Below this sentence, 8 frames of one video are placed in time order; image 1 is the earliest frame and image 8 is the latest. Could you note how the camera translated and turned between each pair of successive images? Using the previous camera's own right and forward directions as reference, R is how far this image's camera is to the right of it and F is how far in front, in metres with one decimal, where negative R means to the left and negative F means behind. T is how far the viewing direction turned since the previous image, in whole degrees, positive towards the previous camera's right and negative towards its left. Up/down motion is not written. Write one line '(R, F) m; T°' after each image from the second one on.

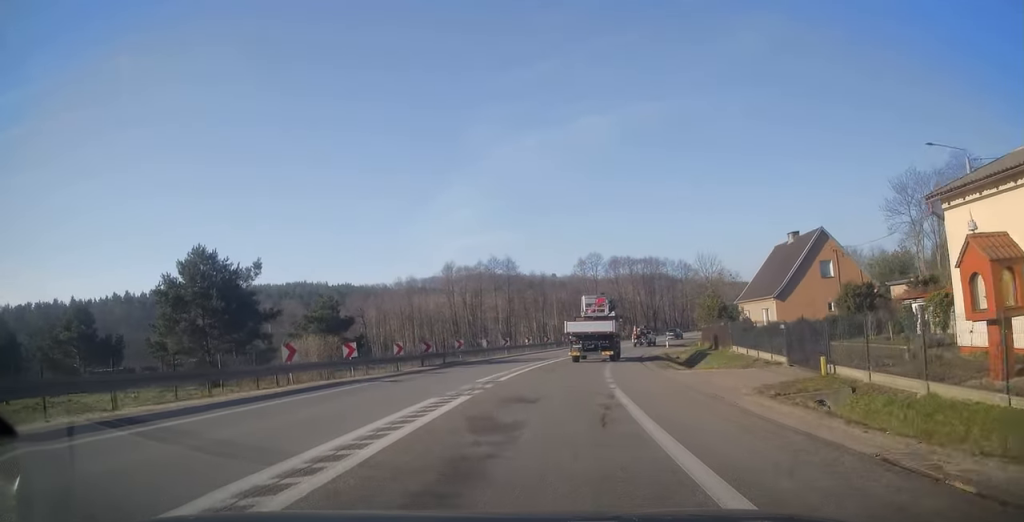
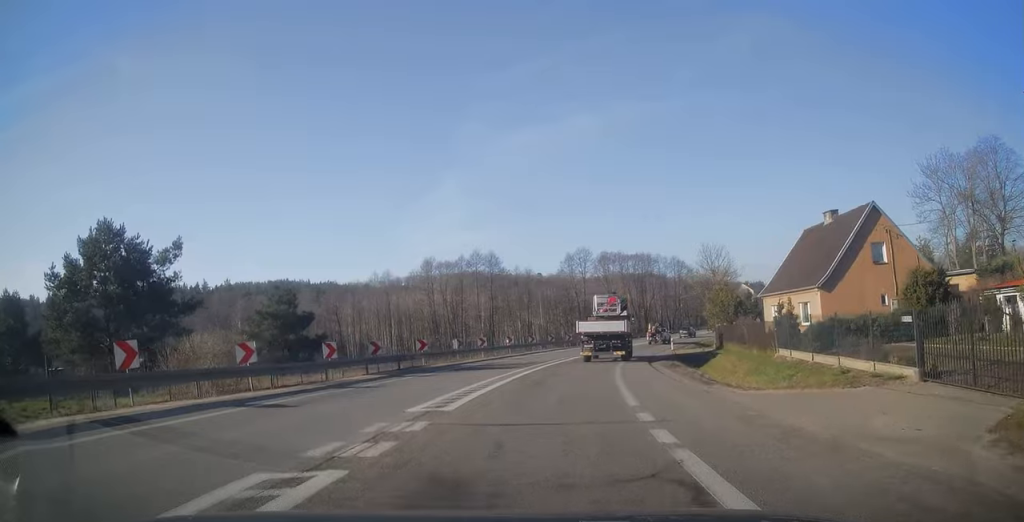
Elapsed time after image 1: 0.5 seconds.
(+0.1, +8.4) m; +2°
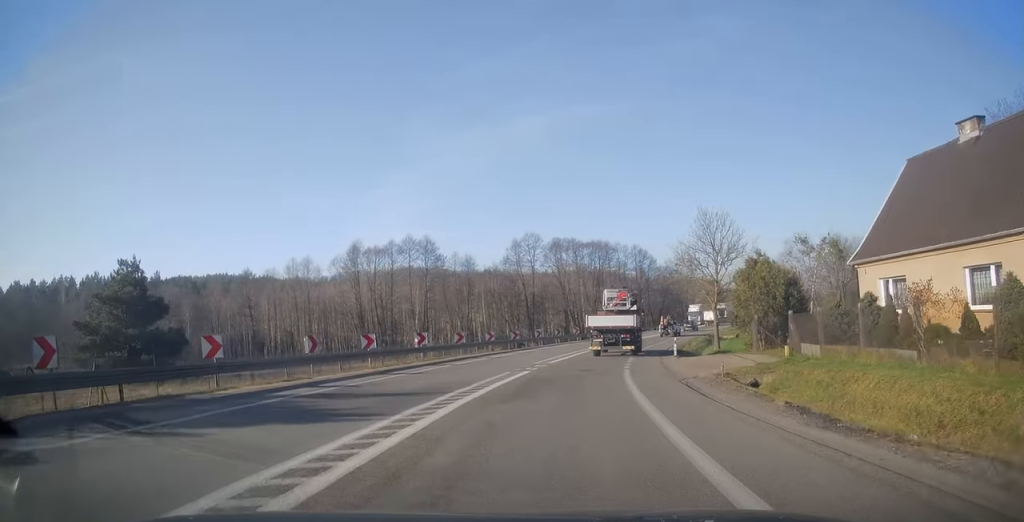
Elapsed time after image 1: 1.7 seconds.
(+1.0, +18.1) m; +6°
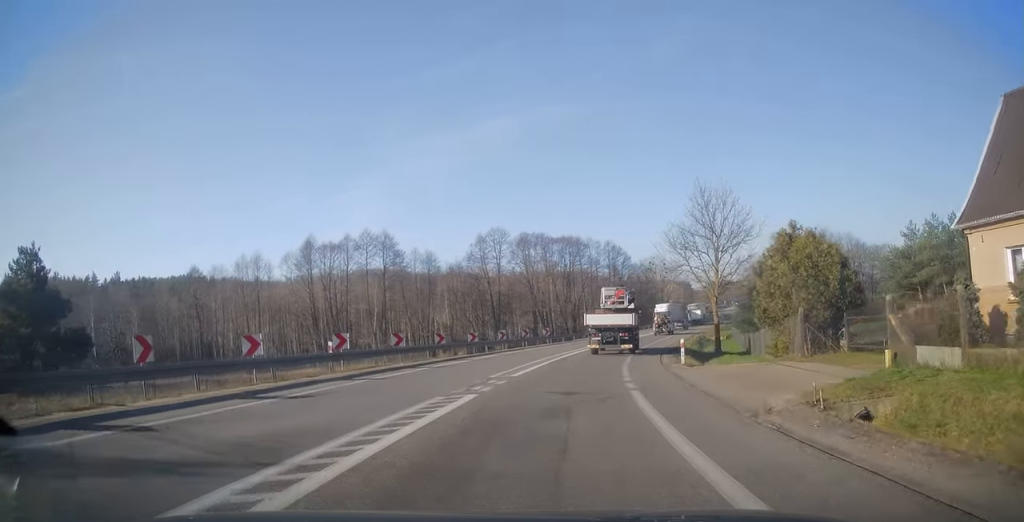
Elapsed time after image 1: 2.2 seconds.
(+0.1, +8.4) m; +3°
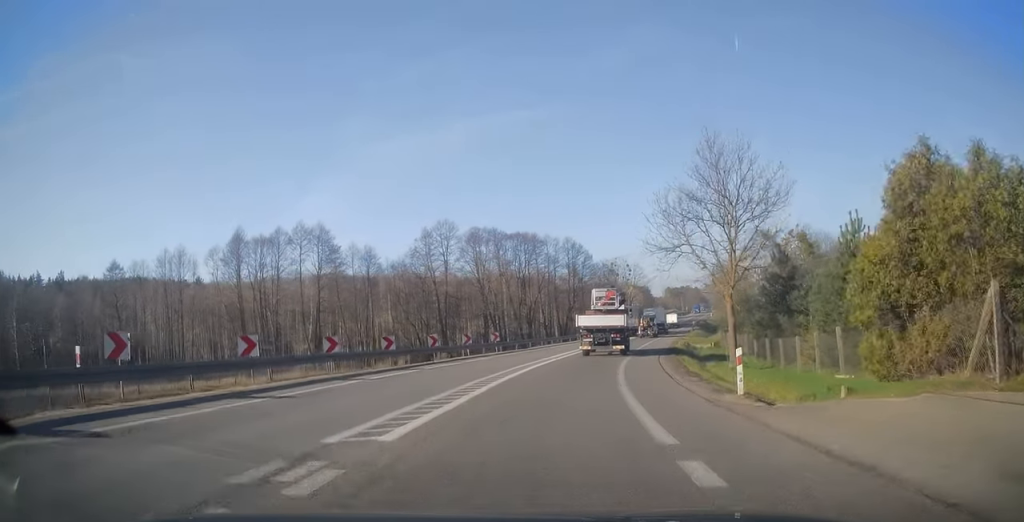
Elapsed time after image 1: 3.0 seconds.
(+0.4, +11.5) m; +4°
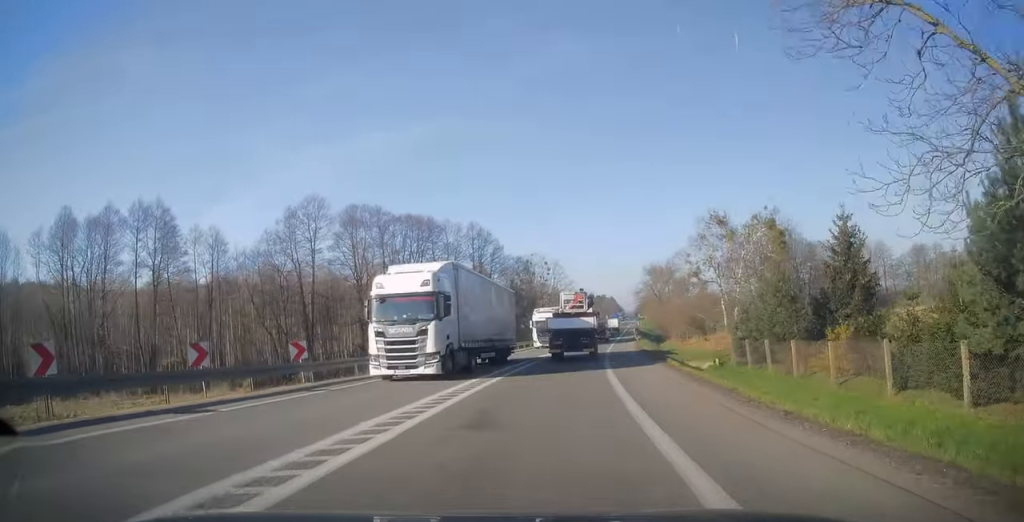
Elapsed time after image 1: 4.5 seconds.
(+1.7, +23.7) m; +7°
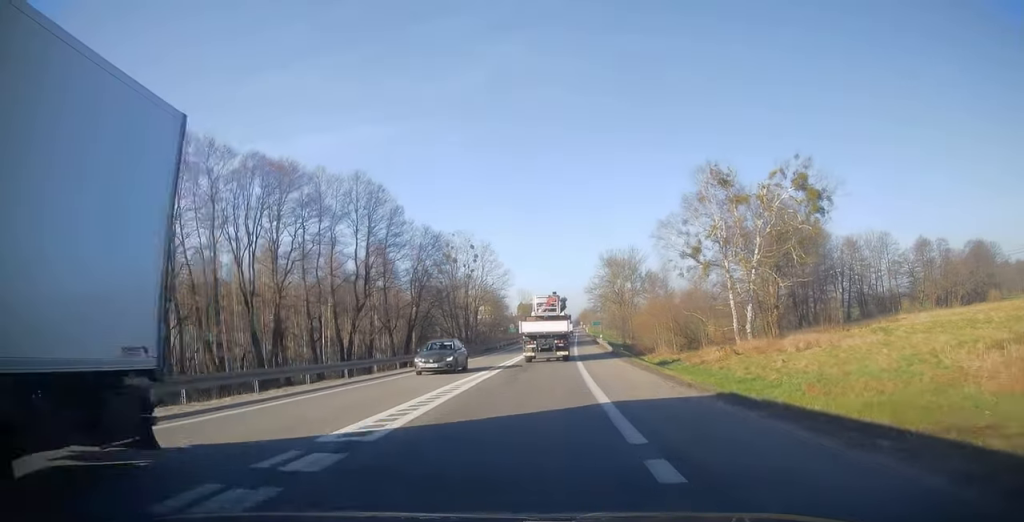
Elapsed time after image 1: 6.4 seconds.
(+1.0, +29.9) m; +5°
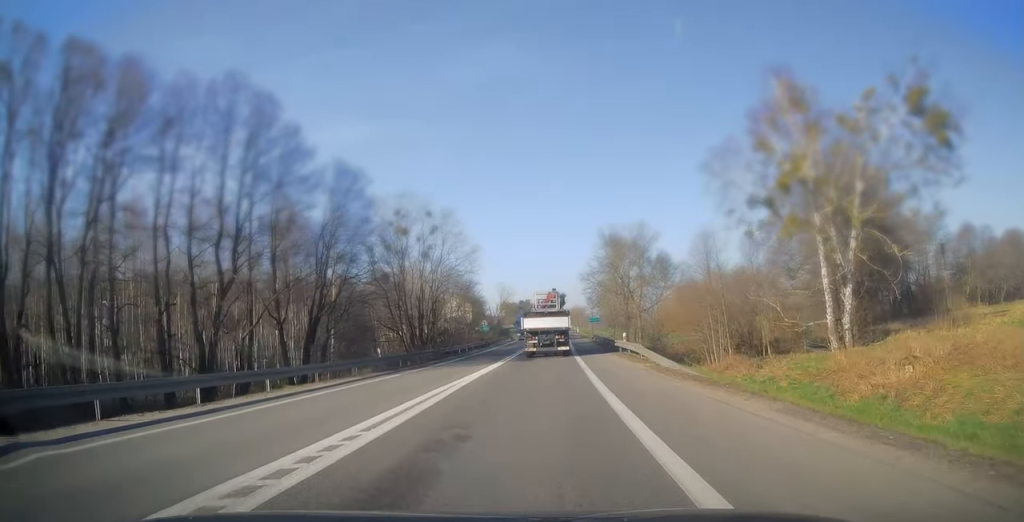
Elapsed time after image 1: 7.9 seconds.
(+0.6, +23.0) m; +1°
